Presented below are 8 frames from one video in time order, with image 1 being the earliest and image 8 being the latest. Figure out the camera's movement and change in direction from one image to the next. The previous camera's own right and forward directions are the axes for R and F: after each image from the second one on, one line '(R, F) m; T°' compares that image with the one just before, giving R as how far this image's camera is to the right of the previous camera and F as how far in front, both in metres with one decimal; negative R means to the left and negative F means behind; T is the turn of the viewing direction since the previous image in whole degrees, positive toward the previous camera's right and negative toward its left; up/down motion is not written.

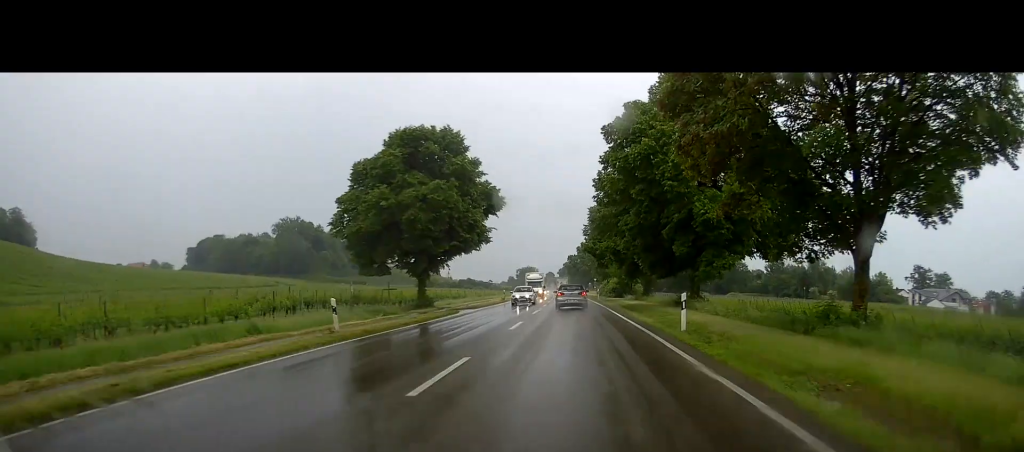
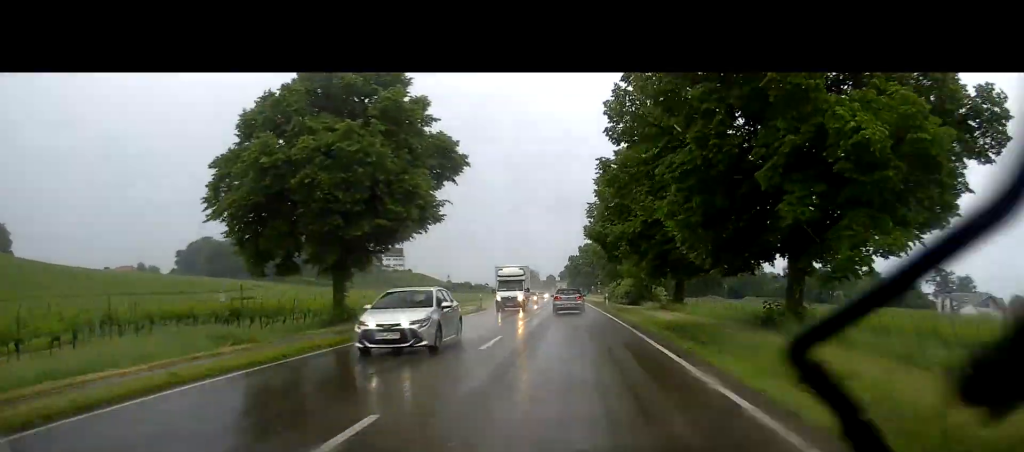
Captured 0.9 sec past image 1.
(-0.2, +17.0) m; 0°
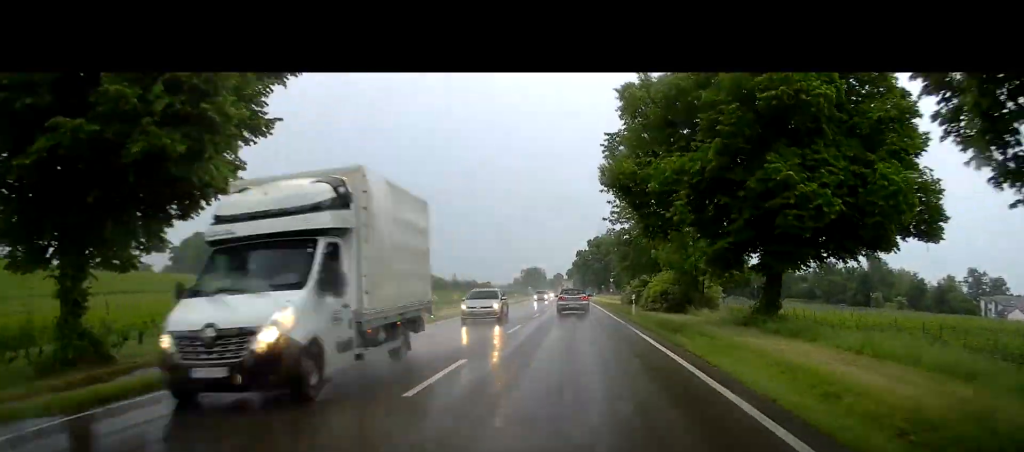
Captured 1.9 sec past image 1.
(+0.2, +18.3) m; 0°
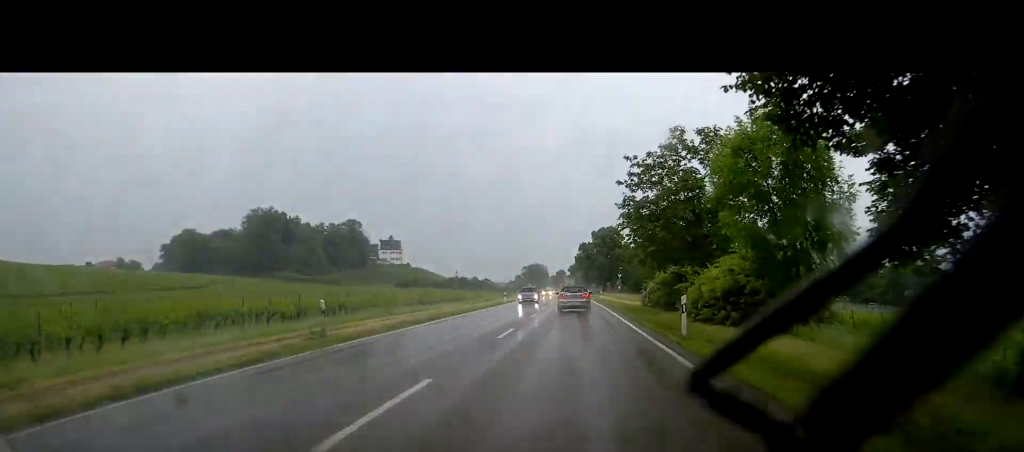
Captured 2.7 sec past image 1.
(-0.2, +14.6) m; -1°
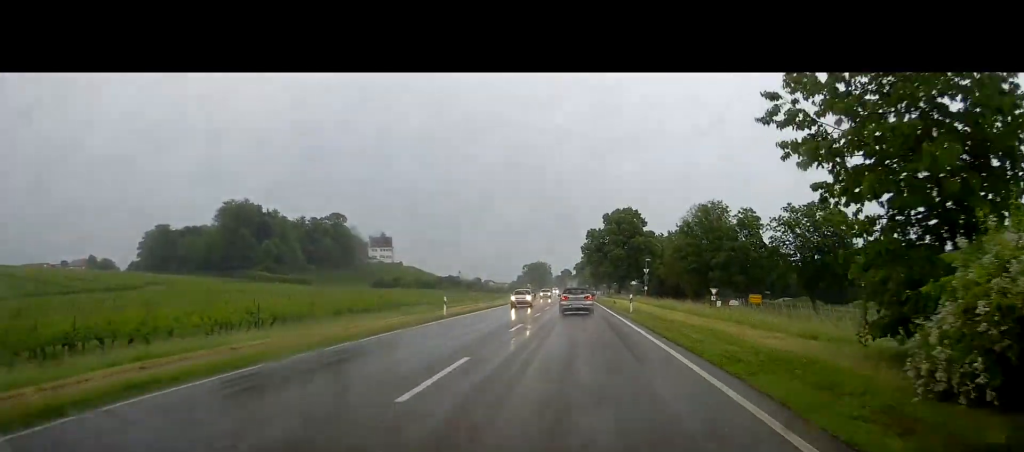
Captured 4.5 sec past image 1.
(-0.2, +32.8) m; 0°
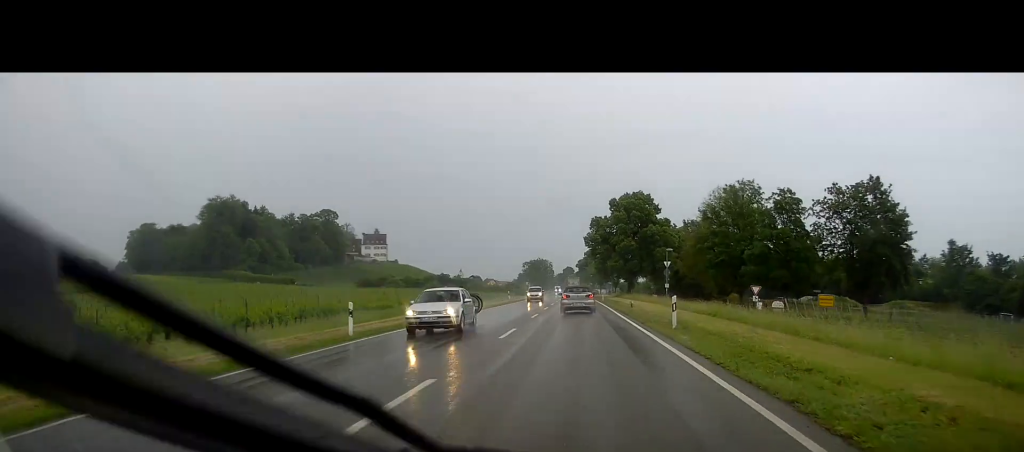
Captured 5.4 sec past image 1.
(0.0, +15.1) m; -1°
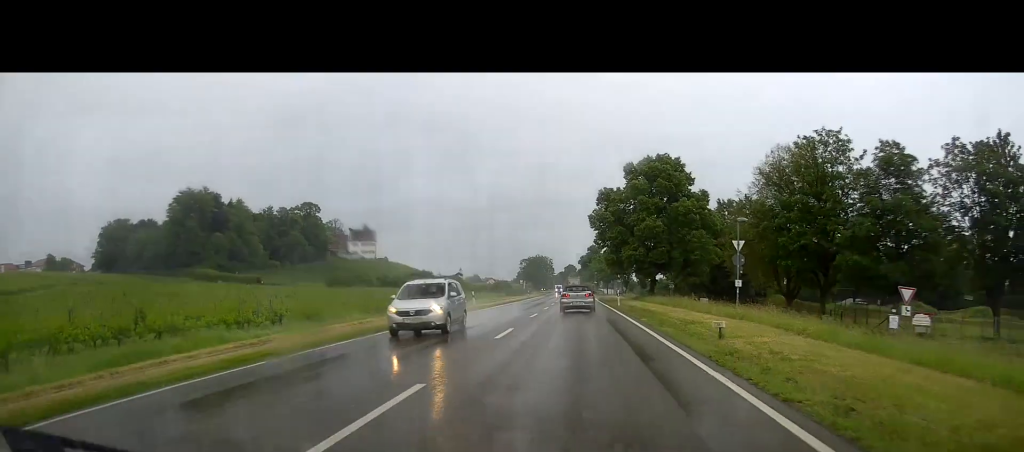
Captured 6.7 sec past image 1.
(-0.5, +24.4) m; -1°
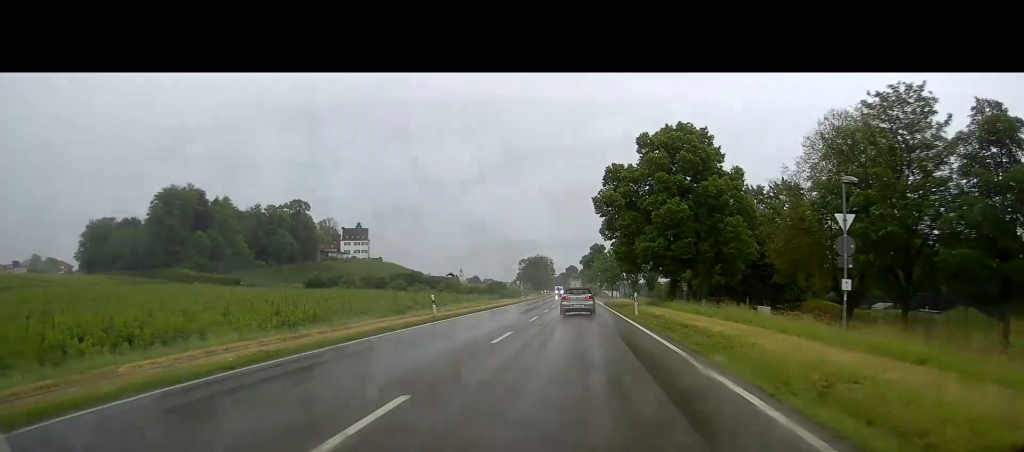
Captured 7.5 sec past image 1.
(0.0, +13.0) m; 0°
